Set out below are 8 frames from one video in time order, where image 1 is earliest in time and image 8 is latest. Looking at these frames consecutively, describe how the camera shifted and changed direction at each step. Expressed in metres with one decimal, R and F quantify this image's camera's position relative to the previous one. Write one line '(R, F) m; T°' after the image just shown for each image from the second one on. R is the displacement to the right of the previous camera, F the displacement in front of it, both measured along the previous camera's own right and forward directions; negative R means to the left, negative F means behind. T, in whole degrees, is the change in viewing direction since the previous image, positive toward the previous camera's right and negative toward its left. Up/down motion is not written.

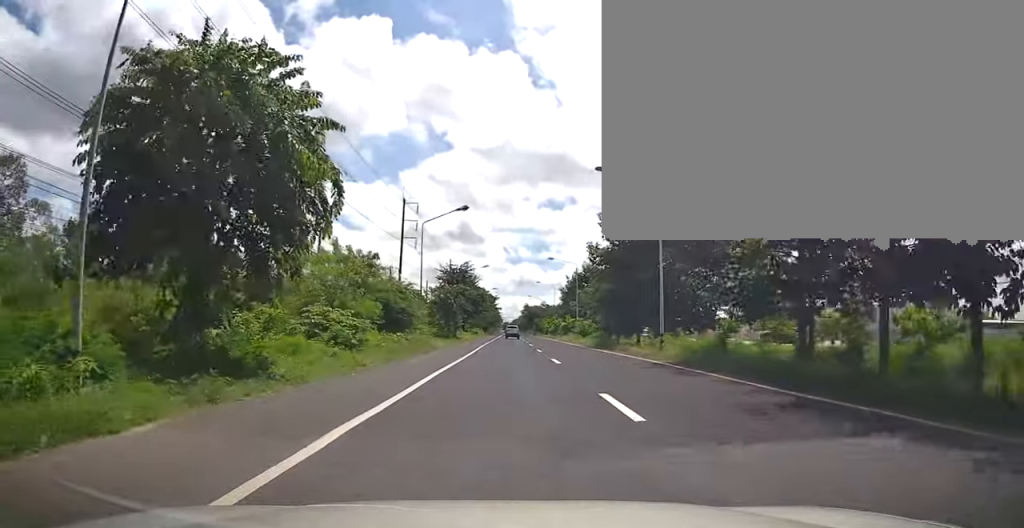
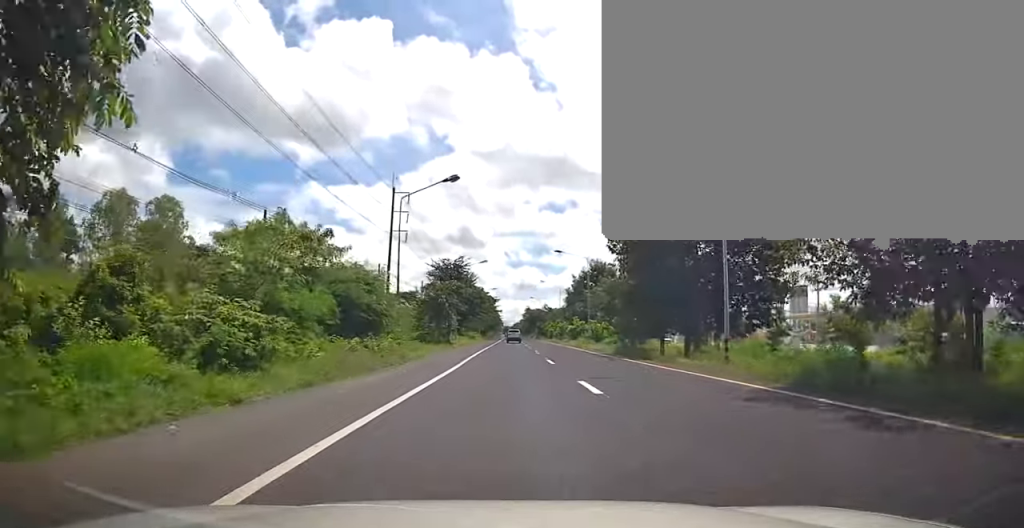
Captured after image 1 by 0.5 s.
(-0.2, +8.4) m; 0°
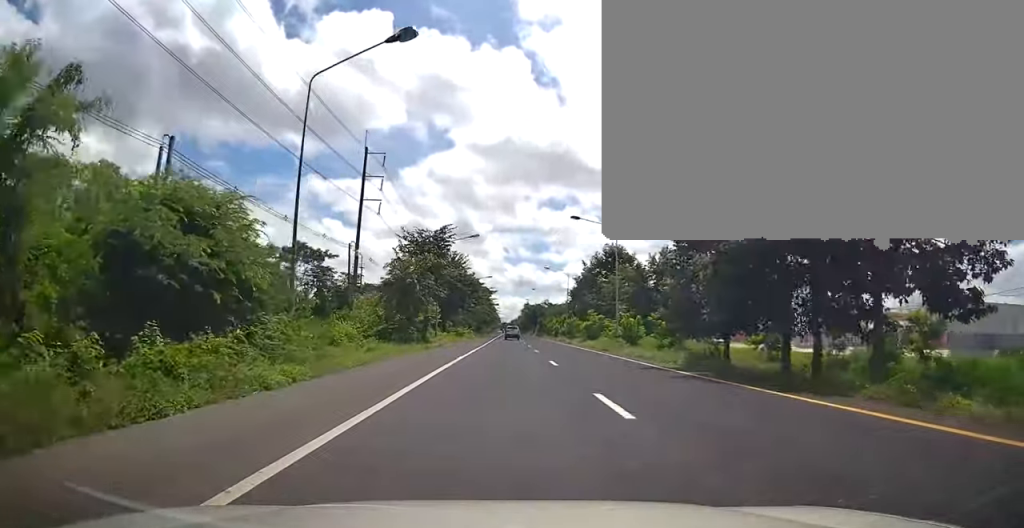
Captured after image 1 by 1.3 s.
(-0.1, +15.0) m; 0°
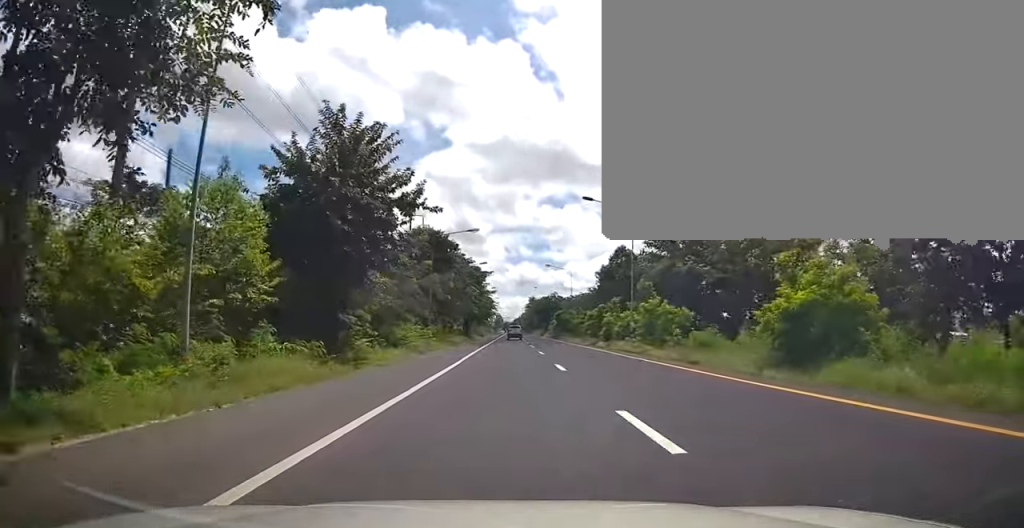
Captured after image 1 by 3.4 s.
(+0.1, +38.3) m; 0°
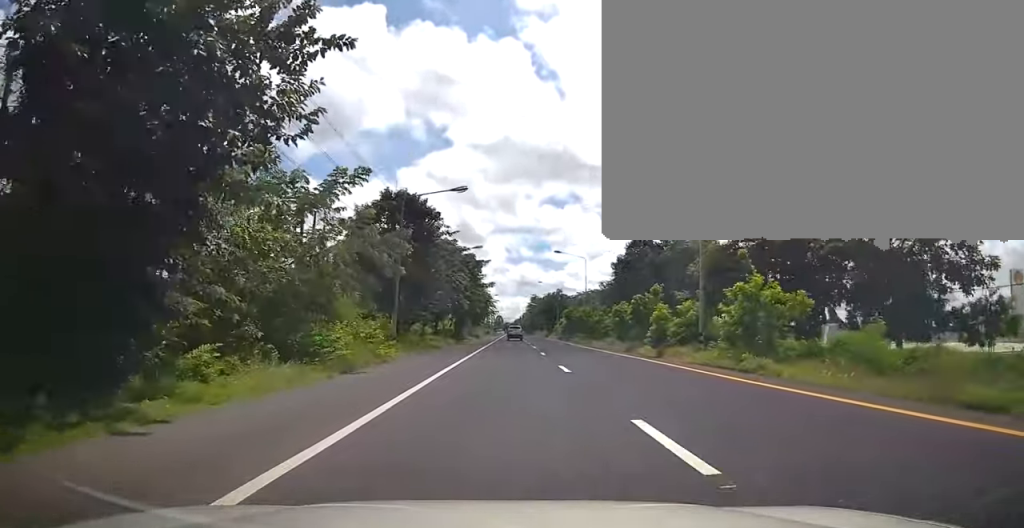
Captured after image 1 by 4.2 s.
(+0.2, +12.8) m; 0°
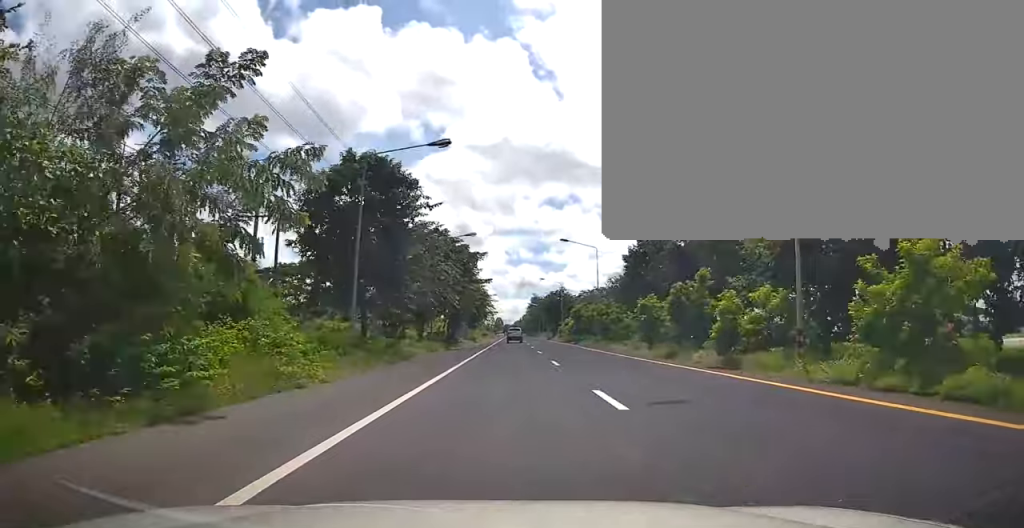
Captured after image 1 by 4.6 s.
(-0.2, +8.1) m; 0°
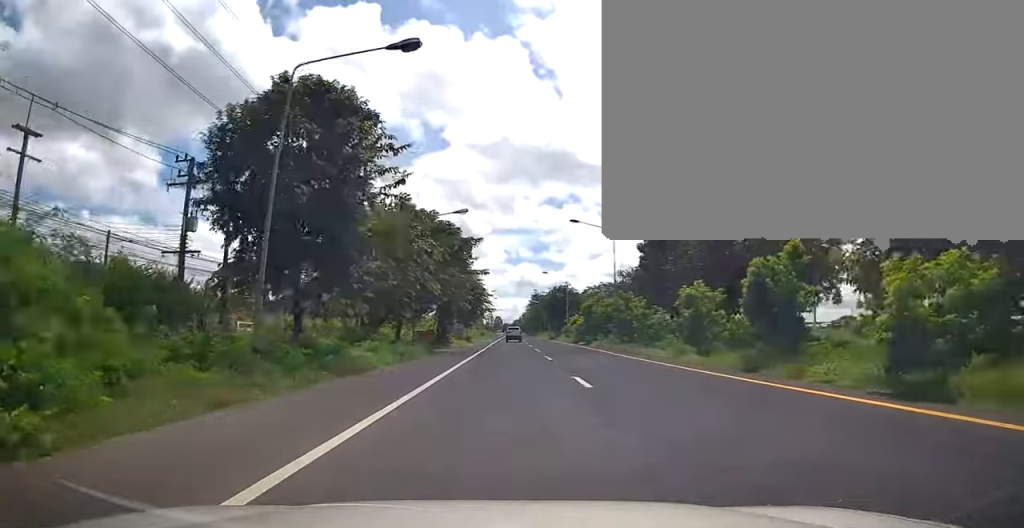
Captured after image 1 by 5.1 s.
(-0.1, +8.3) m; 0°
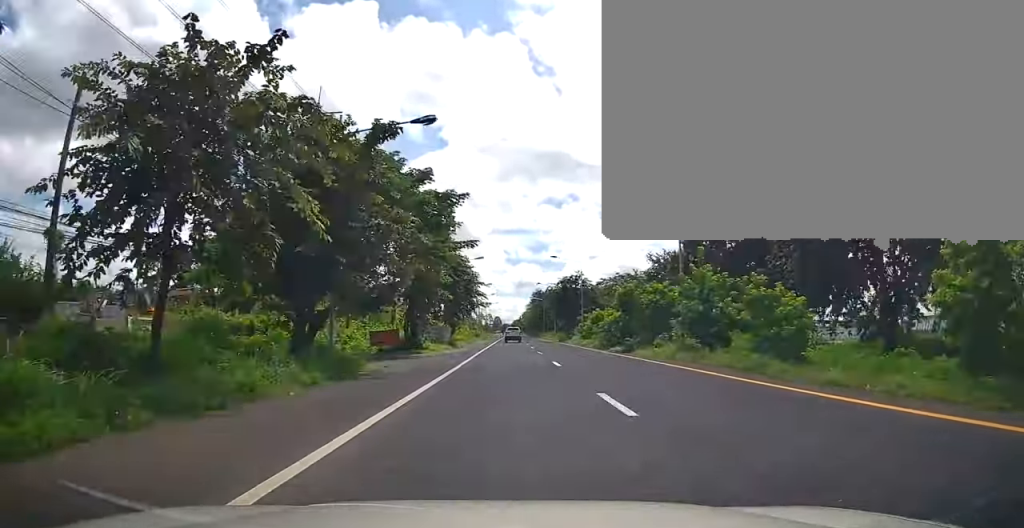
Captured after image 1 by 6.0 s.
(+0.3, +15.9) m; +1°
